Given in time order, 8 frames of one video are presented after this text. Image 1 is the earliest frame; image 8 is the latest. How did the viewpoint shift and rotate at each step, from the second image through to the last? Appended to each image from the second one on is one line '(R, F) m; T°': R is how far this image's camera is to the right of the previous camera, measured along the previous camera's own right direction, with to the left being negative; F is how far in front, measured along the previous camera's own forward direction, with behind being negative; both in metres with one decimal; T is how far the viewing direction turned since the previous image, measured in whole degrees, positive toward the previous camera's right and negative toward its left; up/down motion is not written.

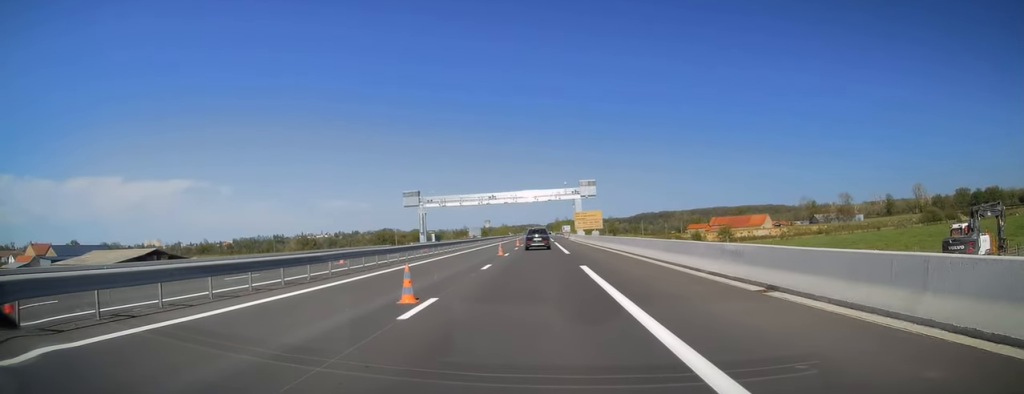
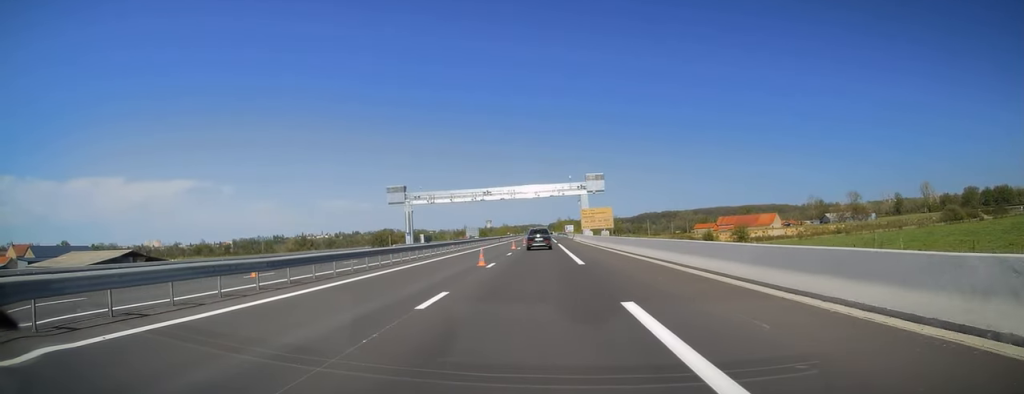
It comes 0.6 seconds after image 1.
(0.0, +11.6) m; -1°
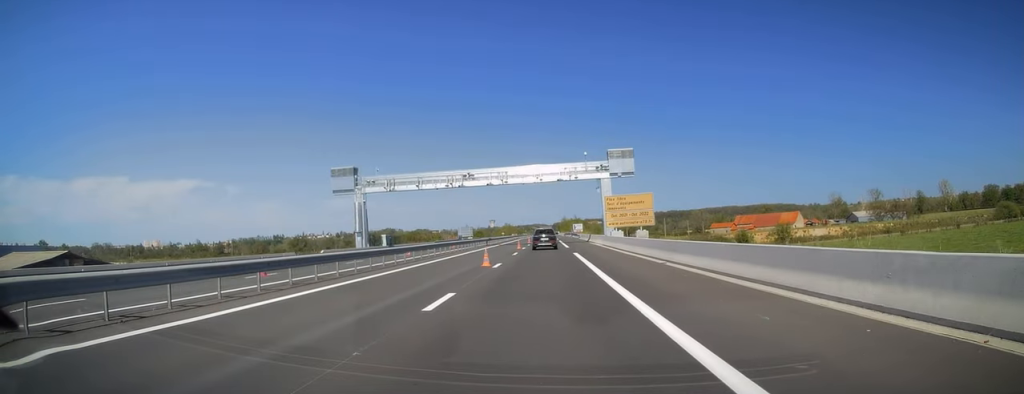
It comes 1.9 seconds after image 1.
(-0.4, +26.1) m; 0°
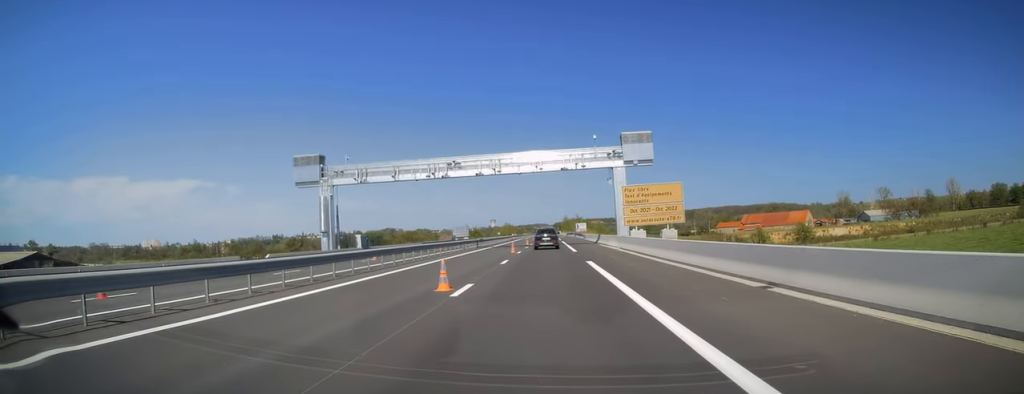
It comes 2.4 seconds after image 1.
(+0.2, +10.6) m; 0°
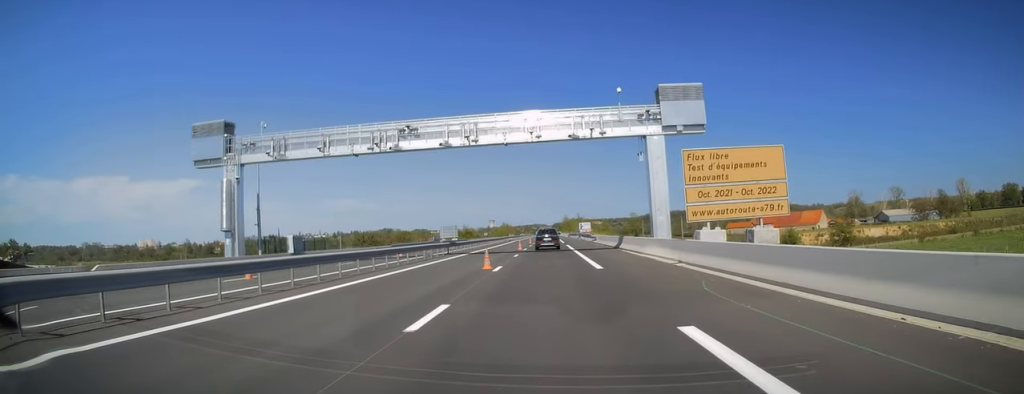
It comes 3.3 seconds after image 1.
(+0.1, +17.6) m; 0°
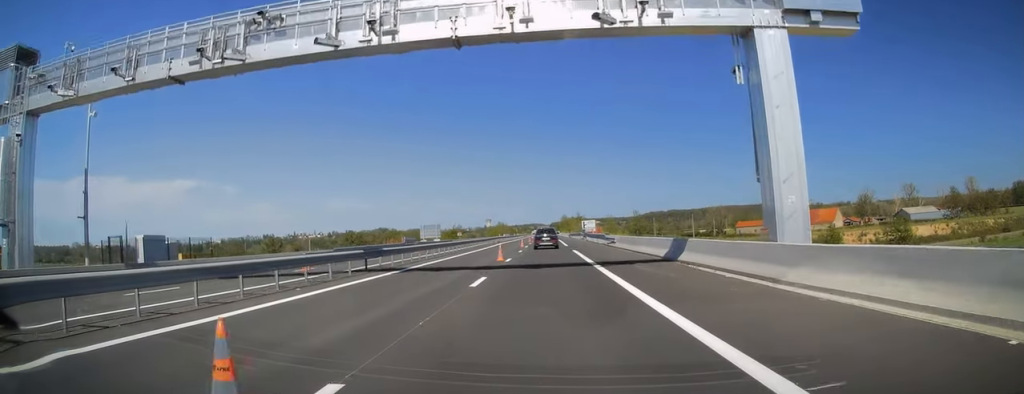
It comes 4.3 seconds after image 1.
(-0.1, +18.9) m; 0°
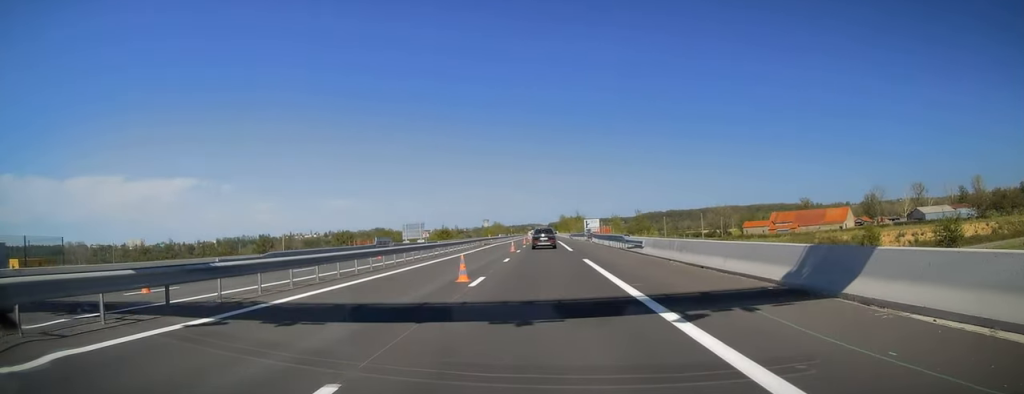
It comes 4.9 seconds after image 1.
(+0.2, +13.0) m; +1°
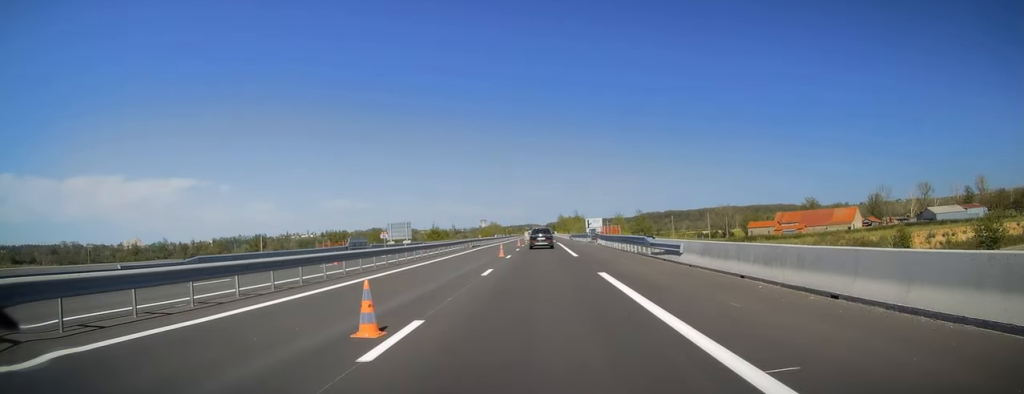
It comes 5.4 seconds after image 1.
(0.0, +9.0) m; 0°
